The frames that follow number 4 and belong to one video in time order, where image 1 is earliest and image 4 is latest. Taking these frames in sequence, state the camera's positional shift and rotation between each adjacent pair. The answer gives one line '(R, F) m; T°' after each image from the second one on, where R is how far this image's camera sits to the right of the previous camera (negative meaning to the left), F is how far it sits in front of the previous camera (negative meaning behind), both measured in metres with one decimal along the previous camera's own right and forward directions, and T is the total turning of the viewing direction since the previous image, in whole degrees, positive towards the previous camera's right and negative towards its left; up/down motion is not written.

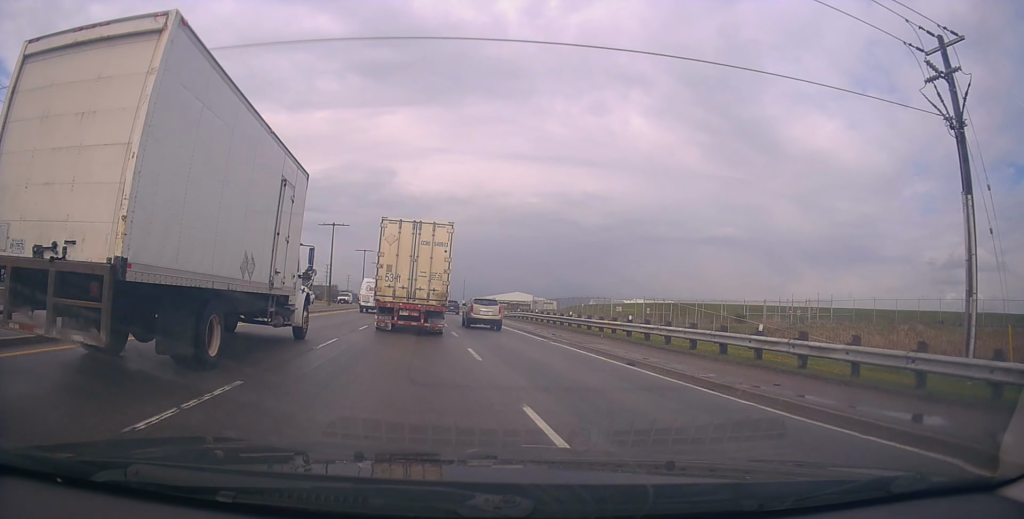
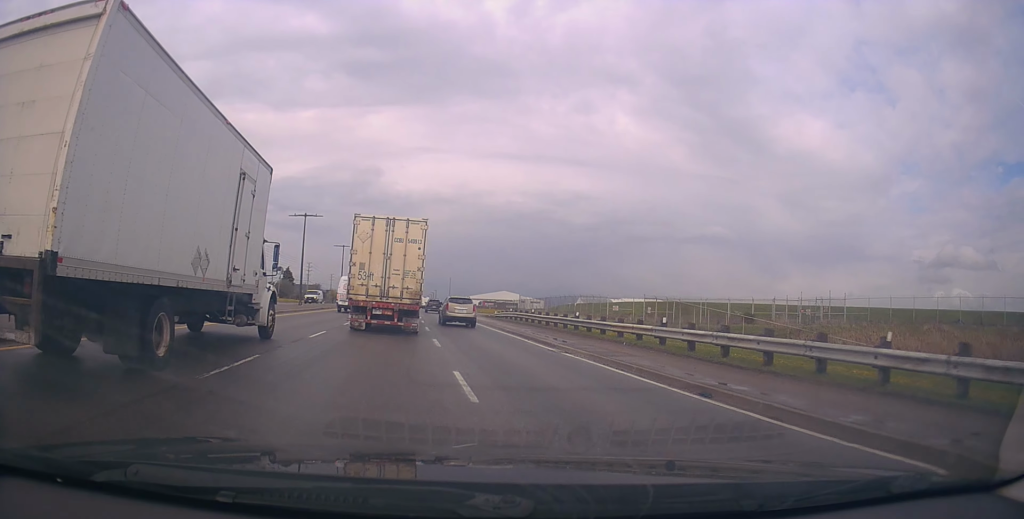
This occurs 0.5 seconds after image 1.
(+0.1, +5.3) m; +2°
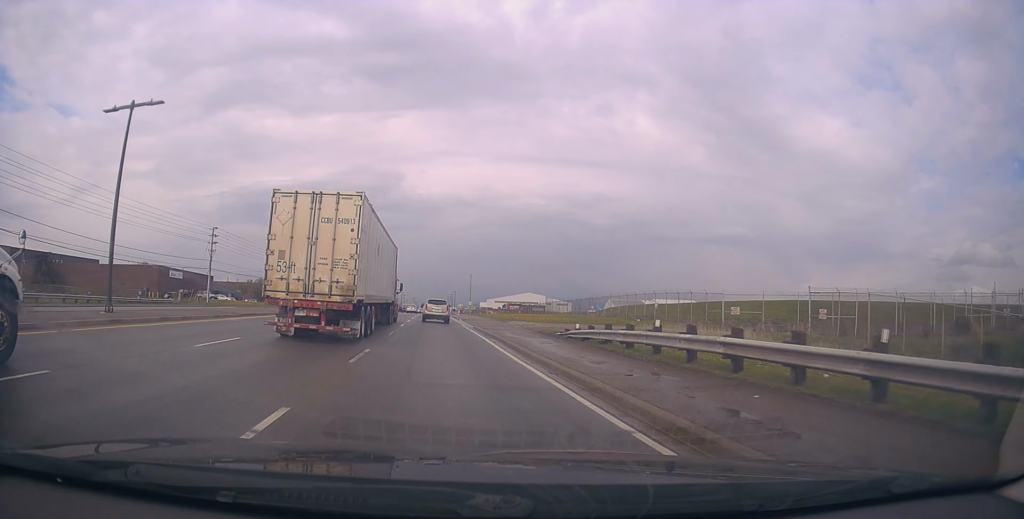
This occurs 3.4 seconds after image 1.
(+0.3, +29.8) m; -3°
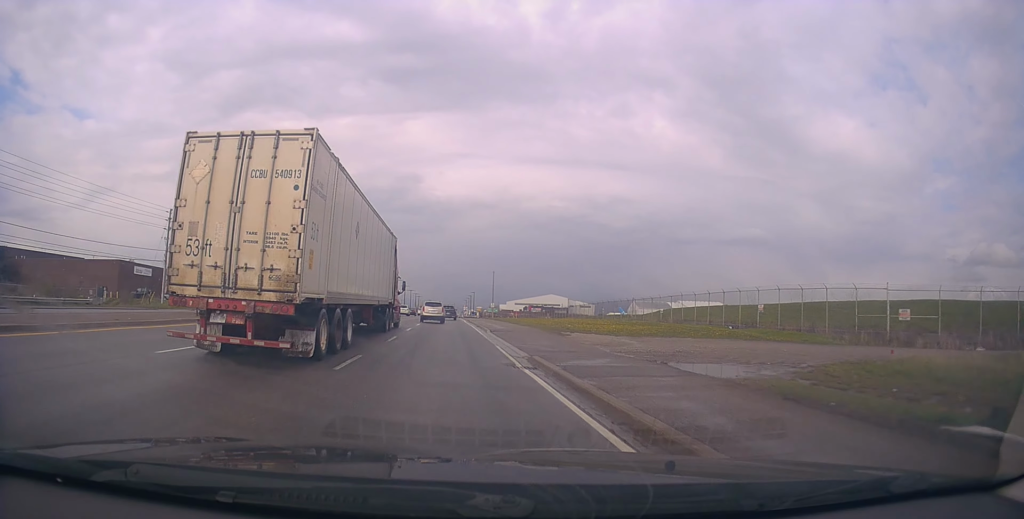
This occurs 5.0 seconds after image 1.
(-0.2, +19.0) m; -1°
